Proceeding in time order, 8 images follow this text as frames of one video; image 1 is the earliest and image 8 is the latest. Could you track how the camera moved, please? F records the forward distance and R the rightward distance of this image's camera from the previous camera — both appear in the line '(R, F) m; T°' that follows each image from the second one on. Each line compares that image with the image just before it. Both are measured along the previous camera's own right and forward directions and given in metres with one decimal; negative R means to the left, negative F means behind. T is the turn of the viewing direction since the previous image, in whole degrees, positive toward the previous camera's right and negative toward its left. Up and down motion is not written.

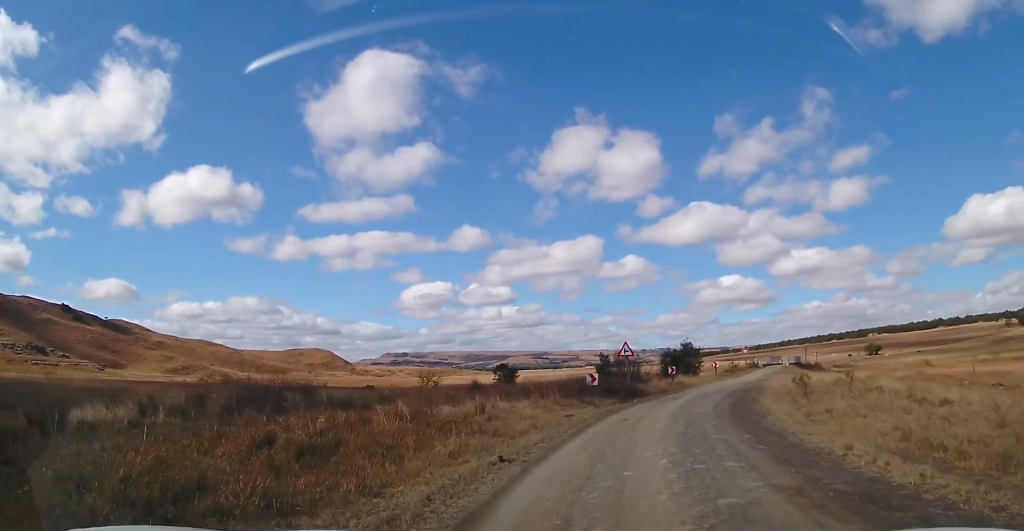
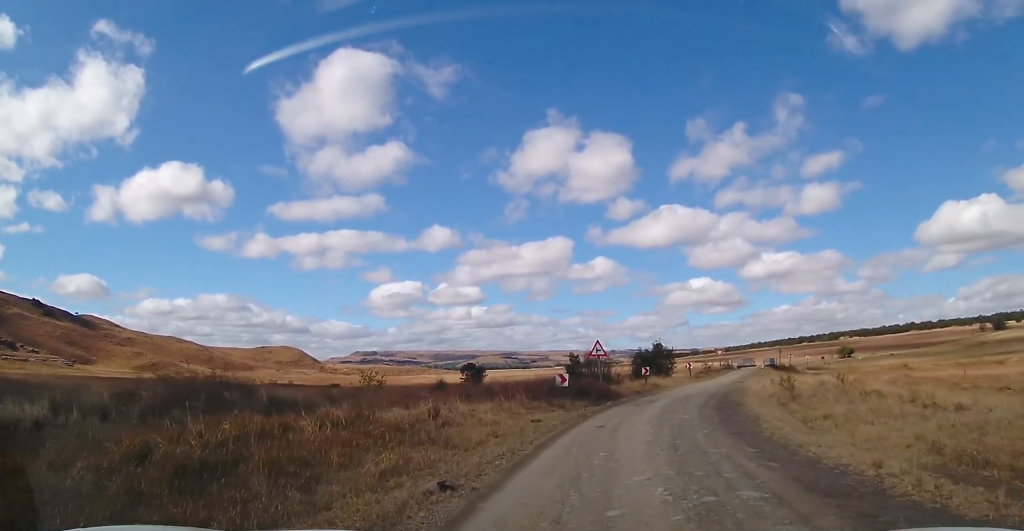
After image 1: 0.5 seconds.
(+0.2, +2.3) m; -1°
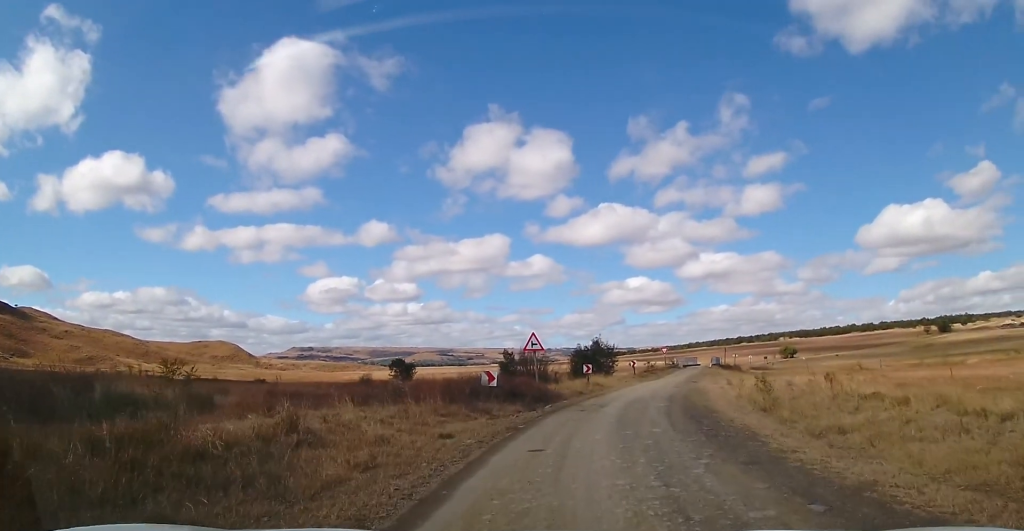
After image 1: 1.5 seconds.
(-0.4, +5.7) m; +3°
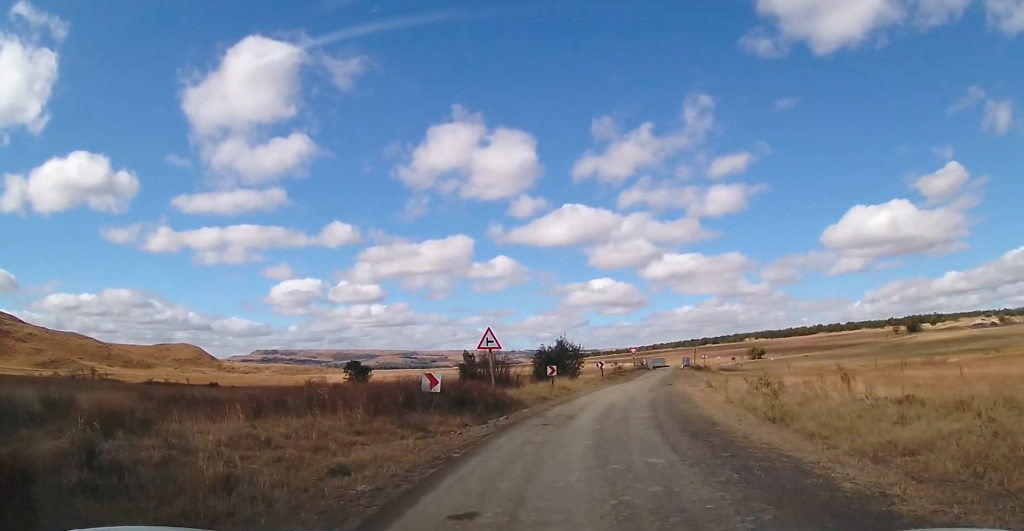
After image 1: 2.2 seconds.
(+0.5, +4.8) m; +7°
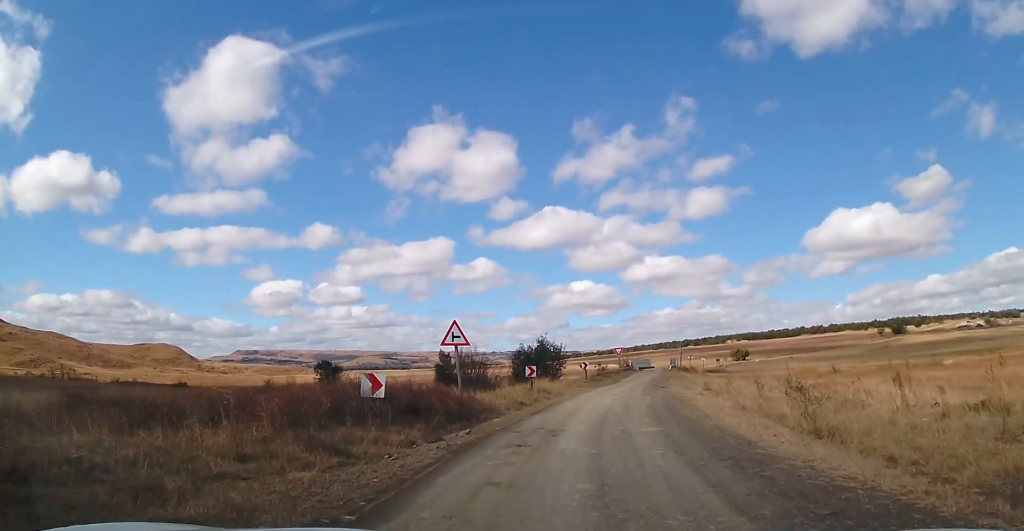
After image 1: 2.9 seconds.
(+0.2, +4.5) m; +2°
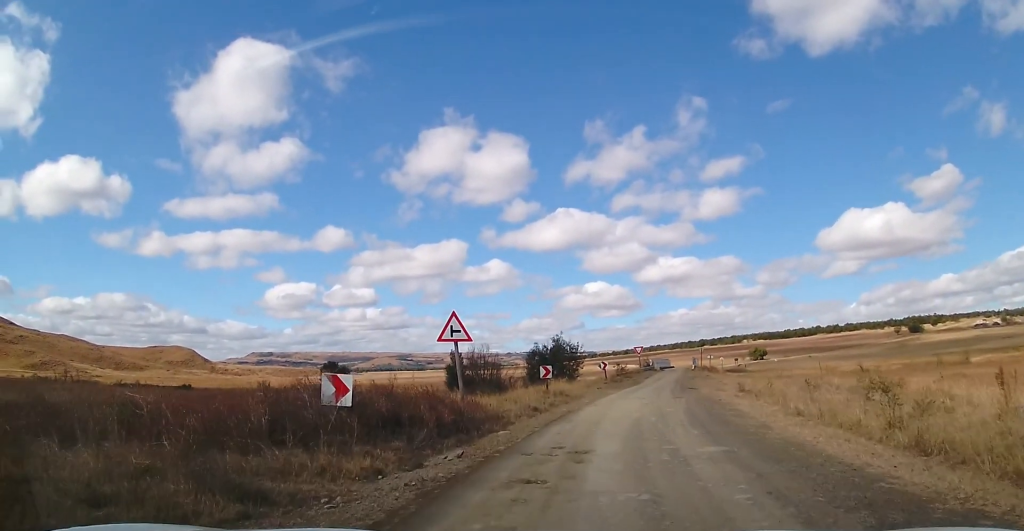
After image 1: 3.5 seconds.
(+0.2, +3.7) m; -1°
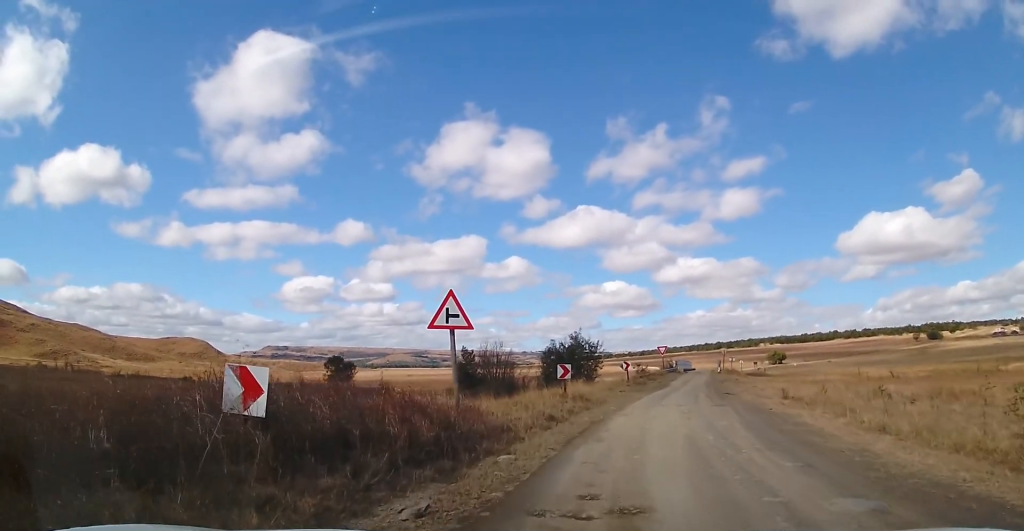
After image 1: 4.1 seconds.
(-0.3, +4.5) m; +1°
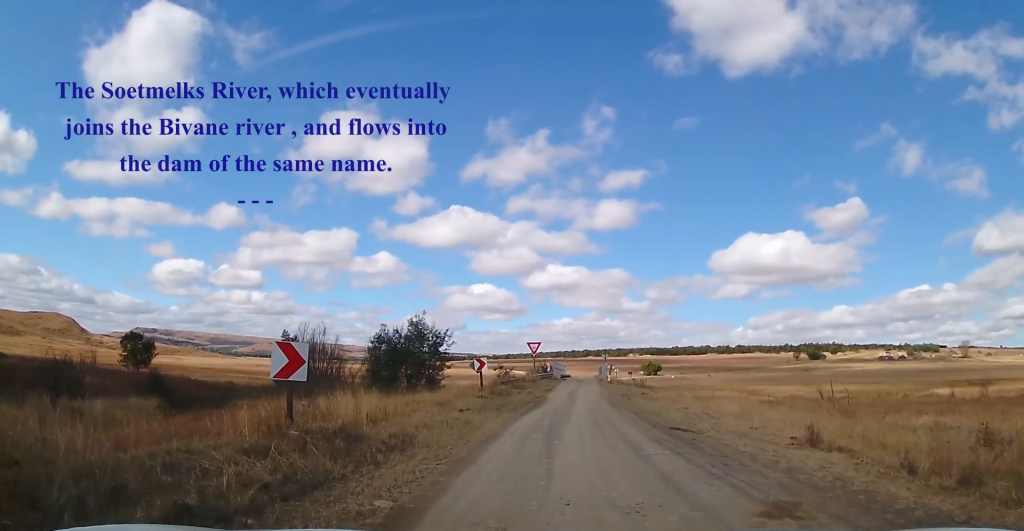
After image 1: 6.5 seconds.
(+2.1, +17.1) m; +12°
